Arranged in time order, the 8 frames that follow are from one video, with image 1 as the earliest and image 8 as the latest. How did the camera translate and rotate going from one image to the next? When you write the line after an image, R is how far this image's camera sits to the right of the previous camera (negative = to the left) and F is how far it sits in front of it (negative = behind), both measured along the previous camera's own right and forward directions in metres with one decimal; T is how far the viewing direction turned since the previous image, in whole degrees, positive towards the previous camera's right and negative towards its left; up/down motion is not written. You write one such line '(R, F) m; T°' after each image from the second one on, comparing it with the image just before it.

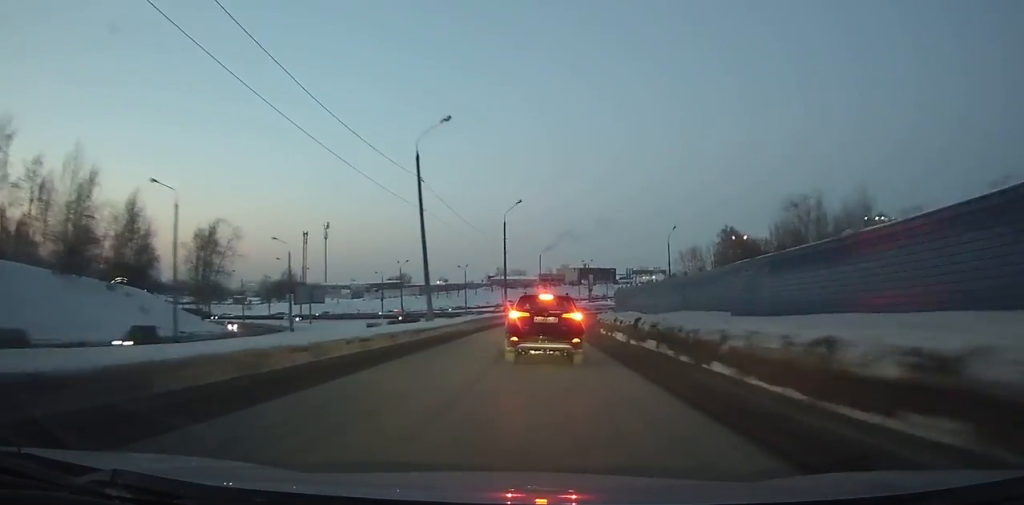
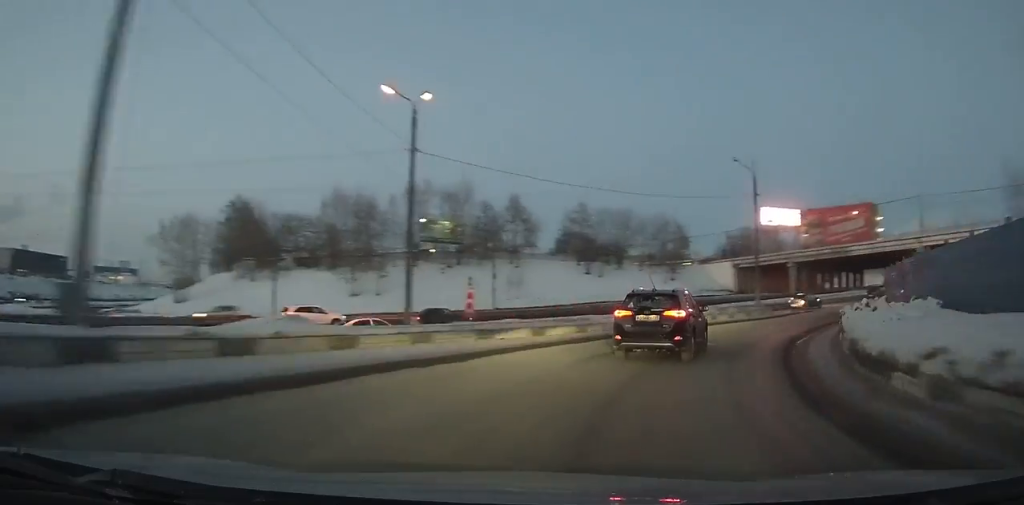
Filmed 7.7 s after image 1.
(+22.5, +78.5) m; +53°
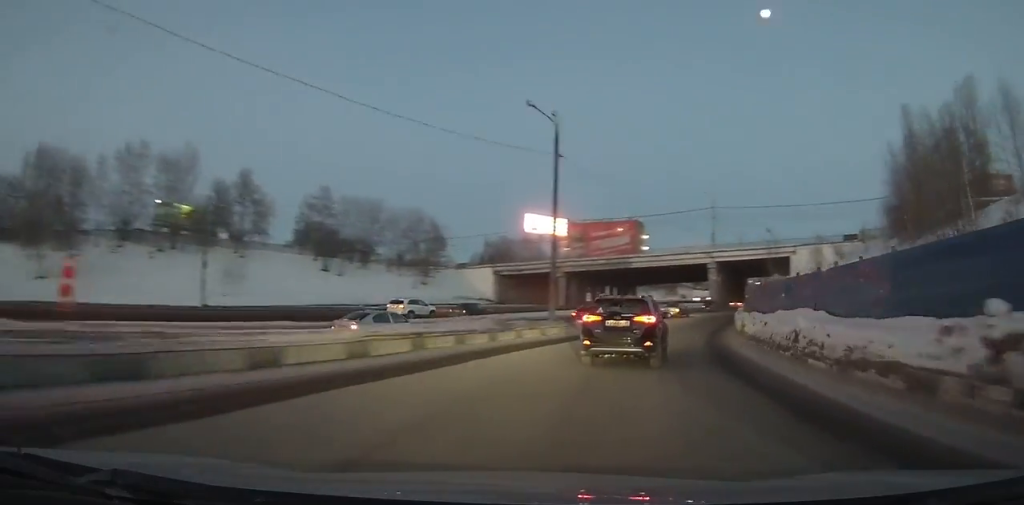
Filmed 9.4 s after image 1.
(+3.8, +15.4) m; +17°
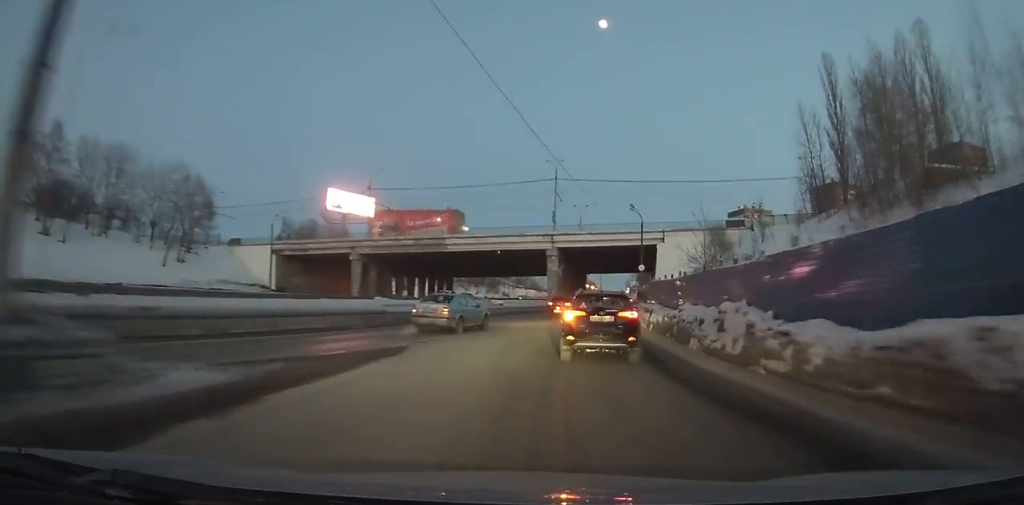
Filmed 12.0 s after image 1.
(+4.8, +22.4) m; +16°
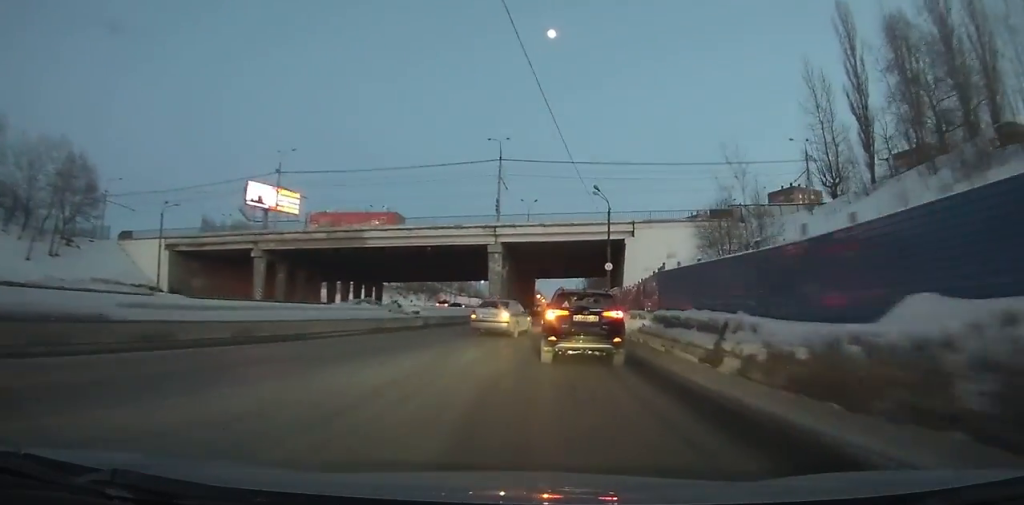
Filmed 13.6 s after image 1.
(+1.0, +13.8) m; +6°
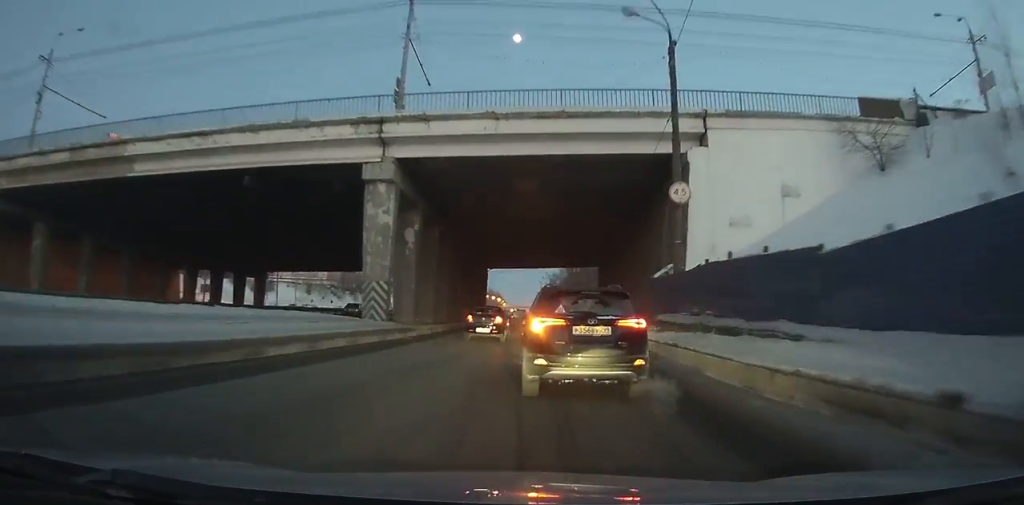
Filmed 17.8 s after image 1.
(+2.1, +35.9) m; +4°
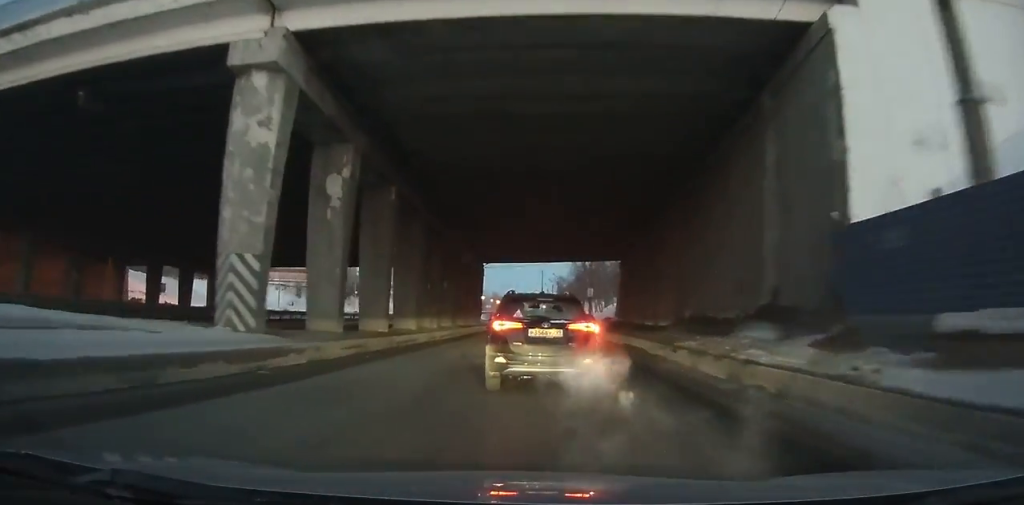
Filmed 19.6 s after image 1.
(+0.1, +16.2) m; 0°
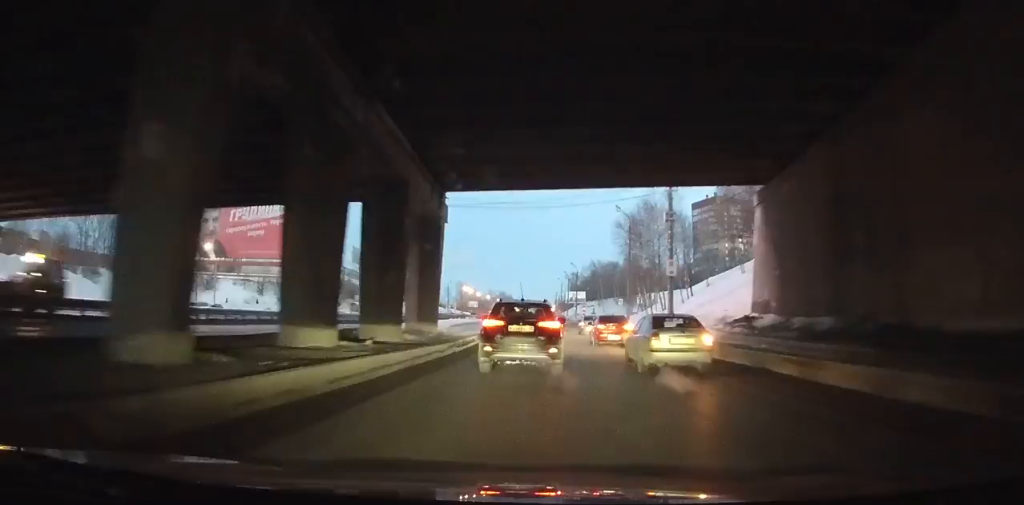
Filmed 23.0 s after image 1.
(+0.2, +35.1) m; 0°
